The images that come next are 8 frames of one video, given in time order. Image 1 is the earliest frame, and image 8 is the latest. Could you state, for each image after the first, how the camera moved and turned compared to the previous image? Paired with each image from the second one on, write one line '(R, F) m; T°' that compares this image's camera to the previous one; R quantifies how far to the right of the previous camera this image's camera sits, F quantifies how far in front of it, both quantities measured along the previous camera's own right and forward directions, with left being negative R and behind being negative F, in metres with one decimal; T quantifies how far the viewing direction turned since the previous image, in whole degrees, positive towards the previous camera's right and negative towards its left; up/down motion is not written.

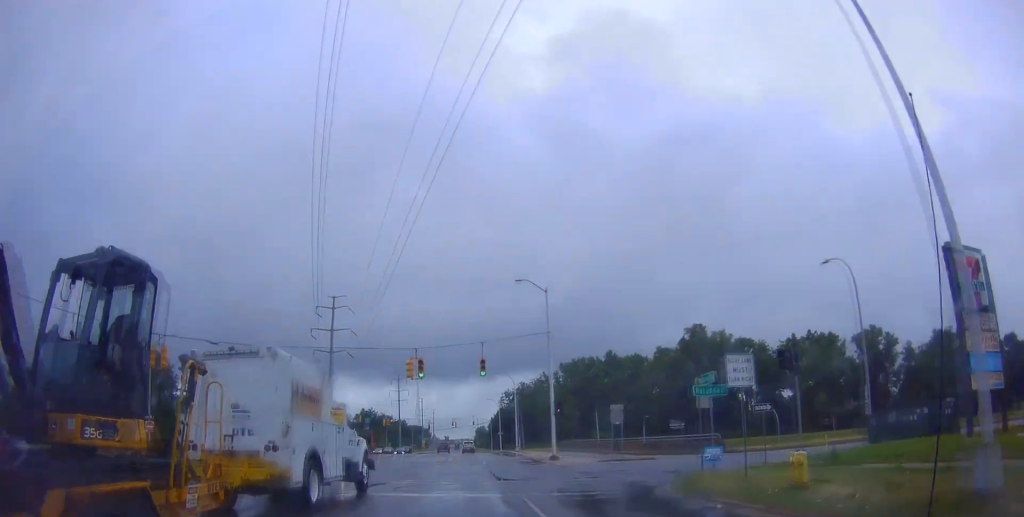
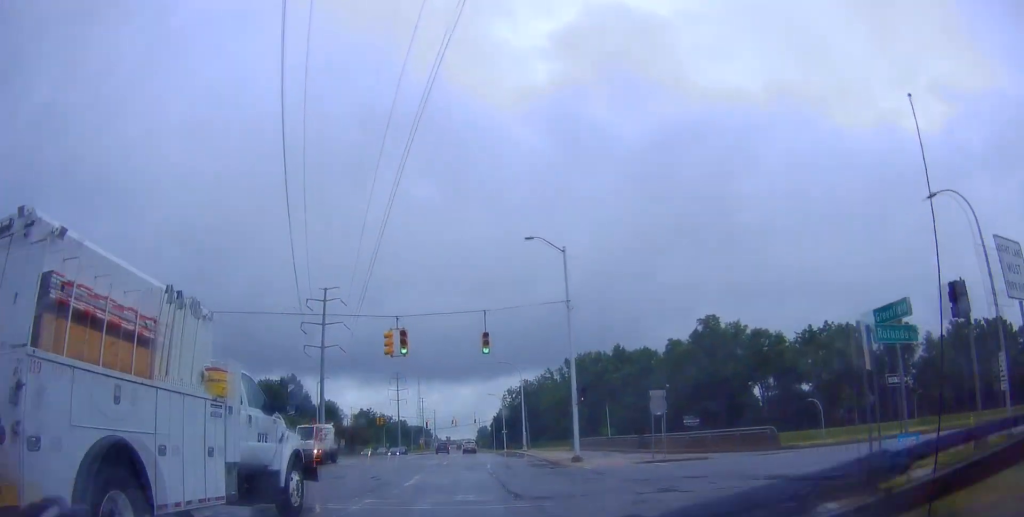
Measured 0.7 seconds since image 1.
(+0.1, +8.7) m; 0°
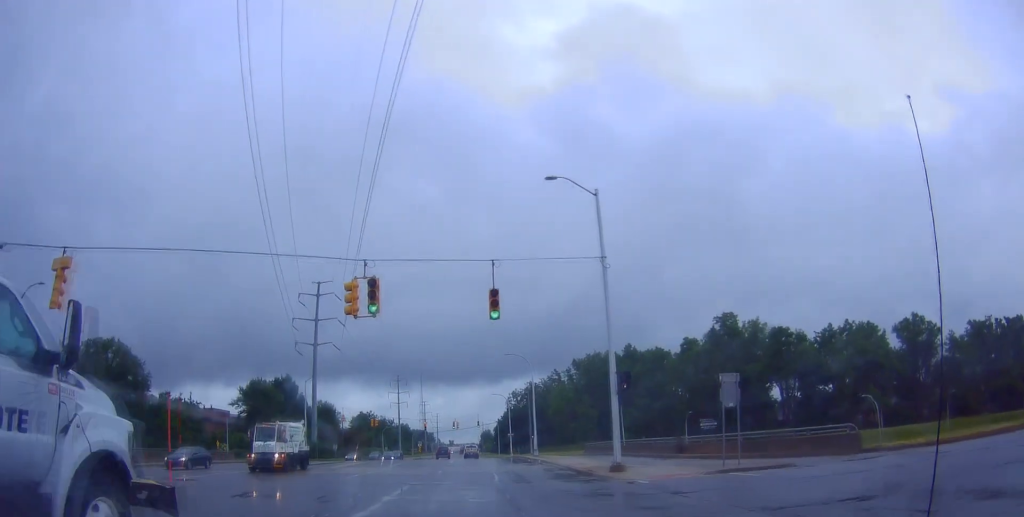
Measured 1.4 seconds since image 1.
(-0.2, +8.7) m; 0°
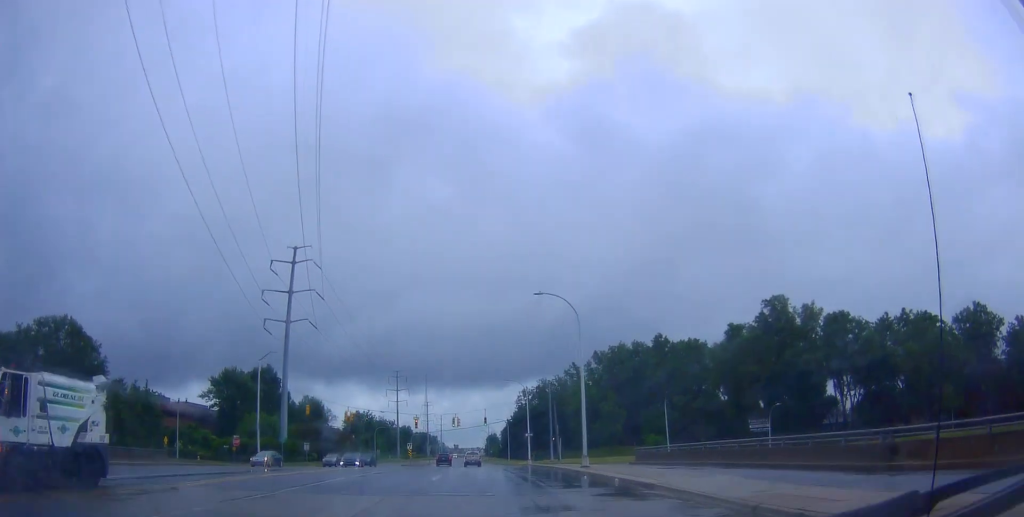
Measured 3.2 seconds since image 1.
(+0.4, +22.6) m; -2°
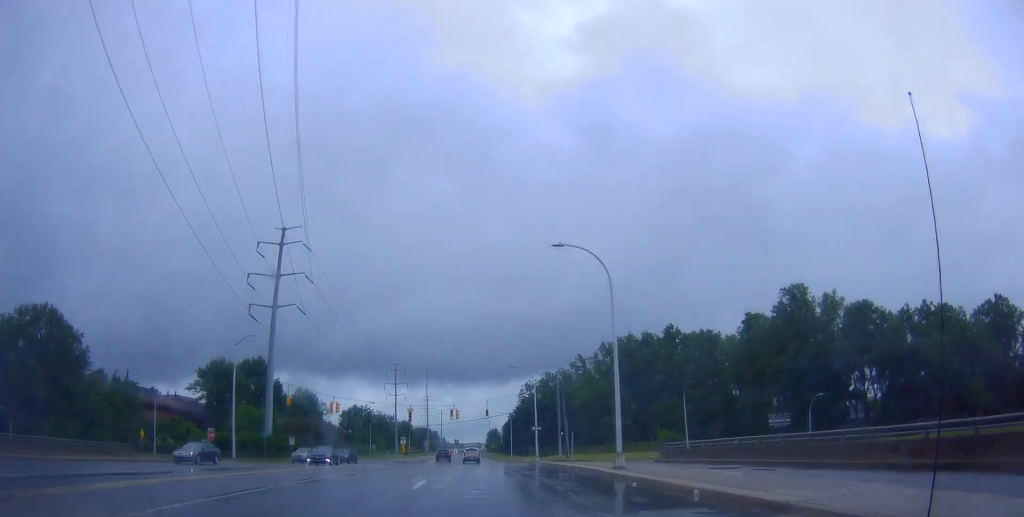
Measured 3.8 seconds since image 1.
(-0.2, +7.5) m; -2°
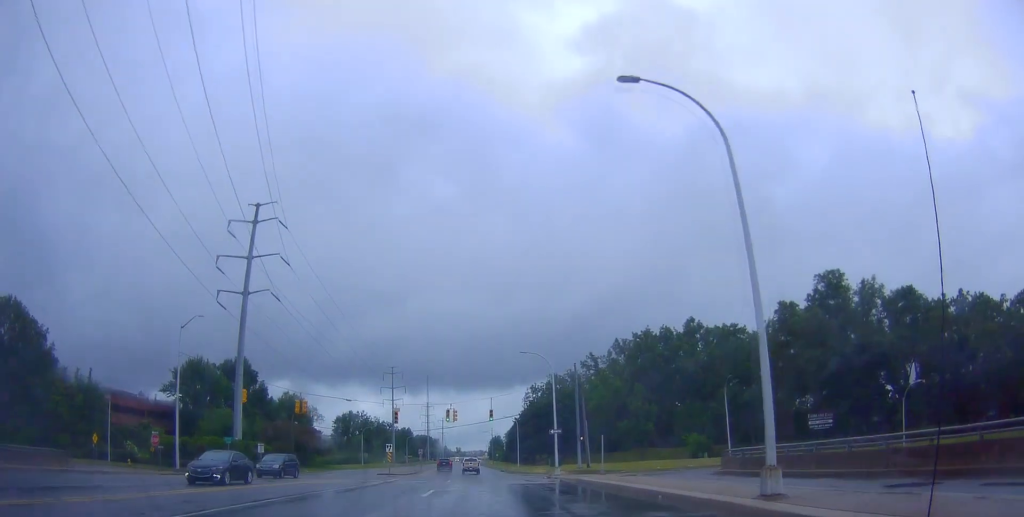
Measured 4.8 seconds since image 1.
(-0.4, +12.1) m; 0°
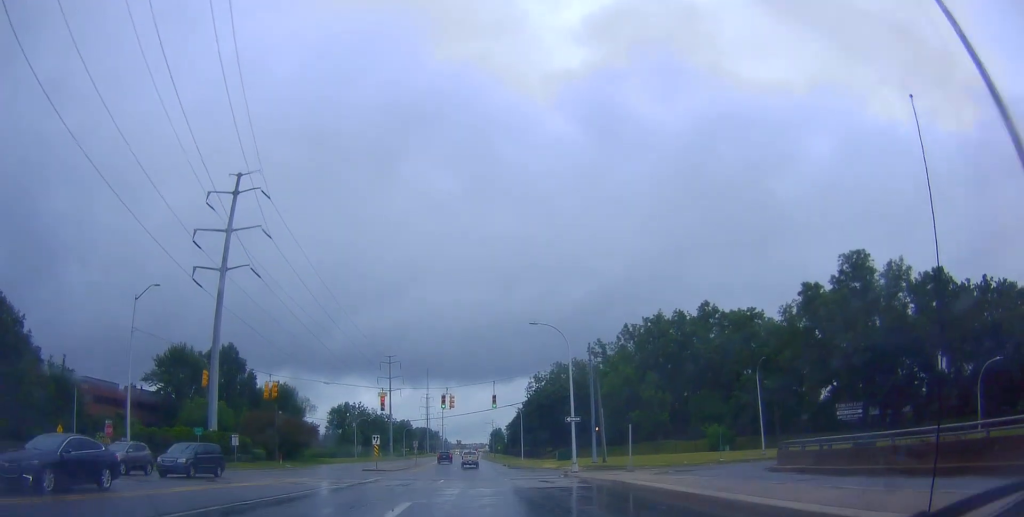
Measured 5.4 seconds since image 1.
(+0.3, +7.5) m; +1°
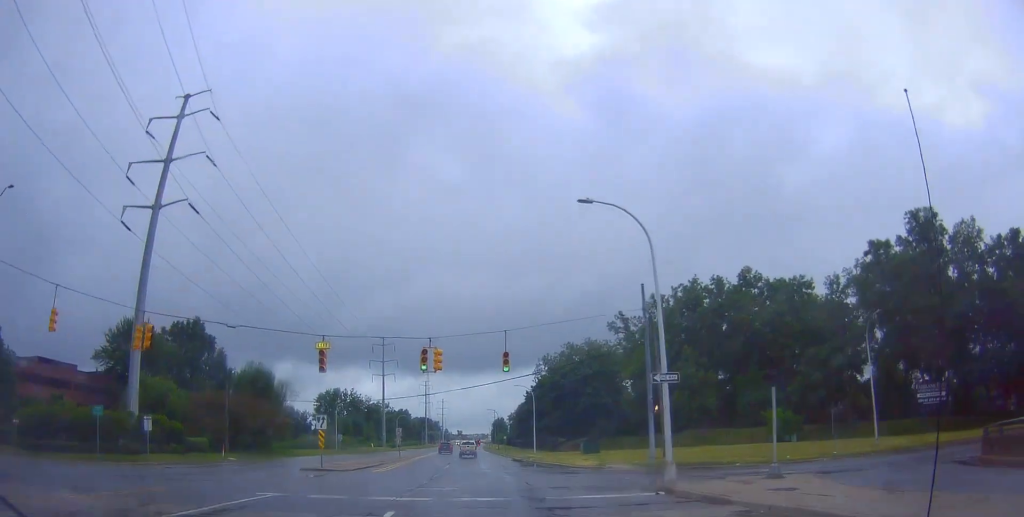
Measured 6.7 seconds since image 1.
(-0.5, +17.1) m; -2°
